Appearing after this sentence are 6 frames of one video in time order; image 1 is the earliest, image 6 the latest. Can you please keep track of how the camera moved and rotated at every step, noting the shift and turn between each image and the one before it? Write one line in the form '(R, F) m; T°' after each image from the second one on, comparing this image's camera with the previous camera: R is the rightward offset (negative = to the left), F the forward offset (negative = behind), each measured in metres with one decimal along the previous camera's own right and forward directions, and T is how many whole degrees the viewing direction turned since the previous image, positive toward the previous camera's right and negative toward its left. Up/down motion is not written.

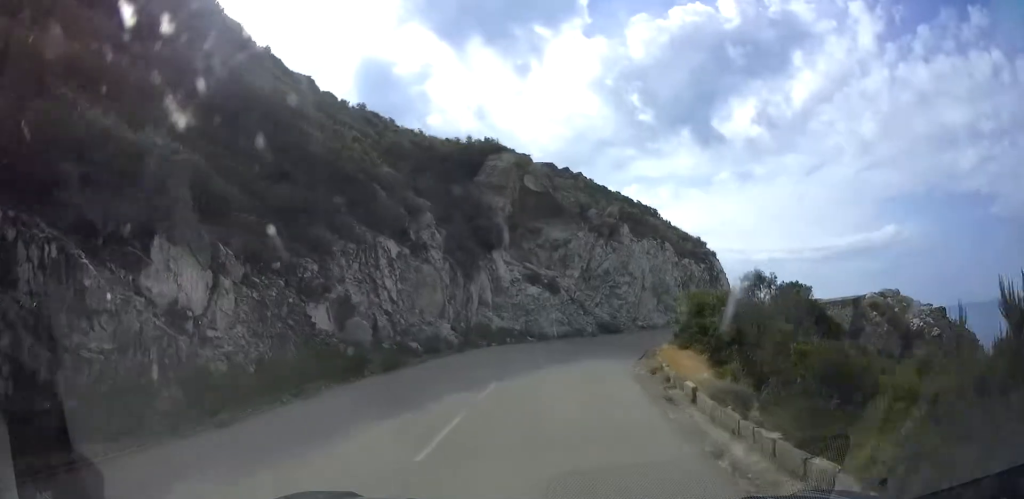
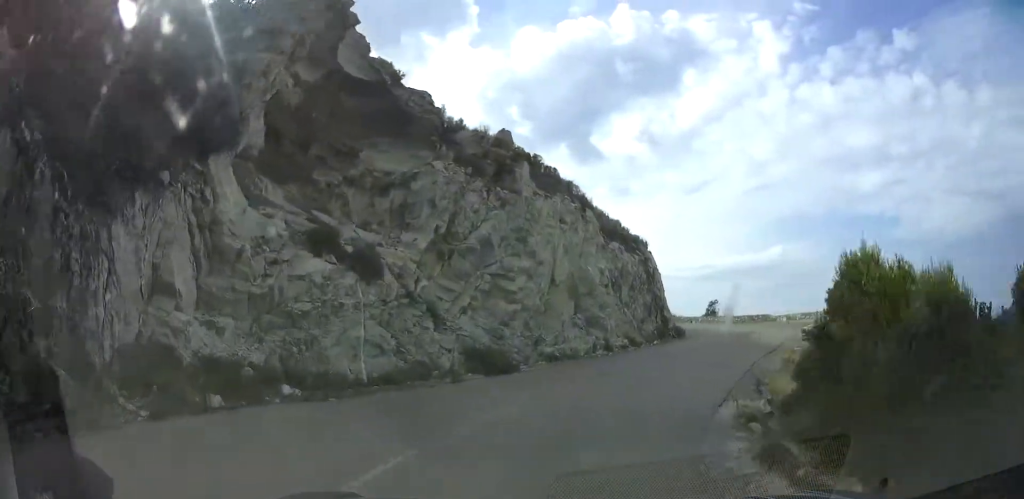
(+1.2, +20.3) m; +13°
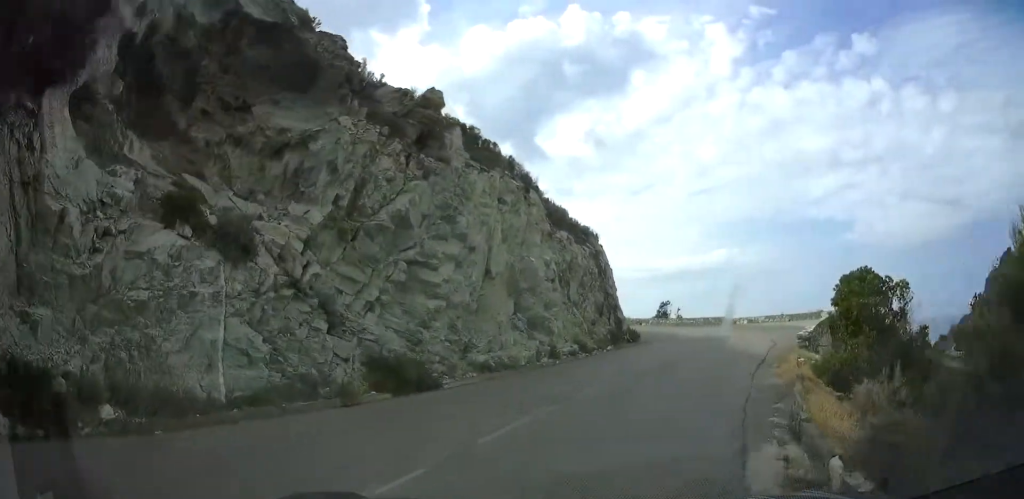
(0.0, +4.5) m; +5°
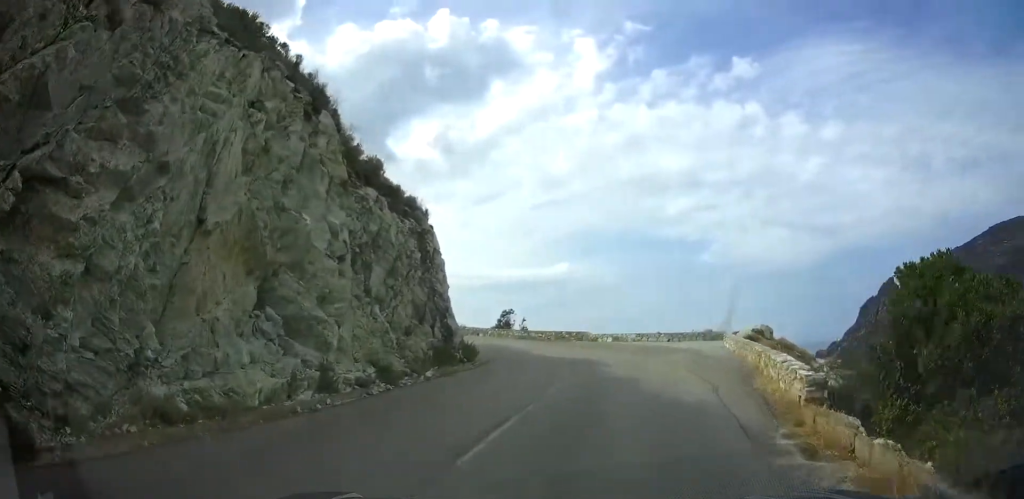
(+1.0, +9.5) m; +12°
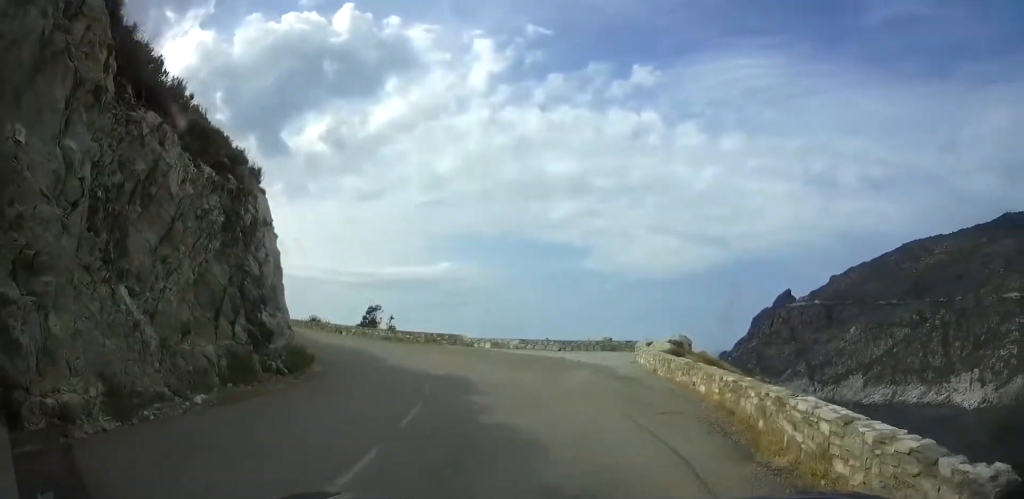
(+0.8, +6.2) m; +5°
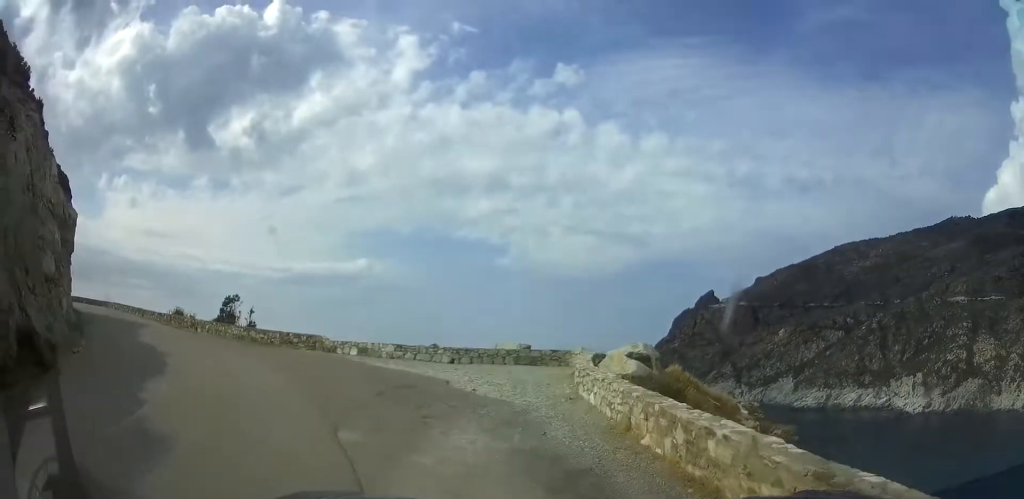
(-0.2, +10.8) m; +1°
